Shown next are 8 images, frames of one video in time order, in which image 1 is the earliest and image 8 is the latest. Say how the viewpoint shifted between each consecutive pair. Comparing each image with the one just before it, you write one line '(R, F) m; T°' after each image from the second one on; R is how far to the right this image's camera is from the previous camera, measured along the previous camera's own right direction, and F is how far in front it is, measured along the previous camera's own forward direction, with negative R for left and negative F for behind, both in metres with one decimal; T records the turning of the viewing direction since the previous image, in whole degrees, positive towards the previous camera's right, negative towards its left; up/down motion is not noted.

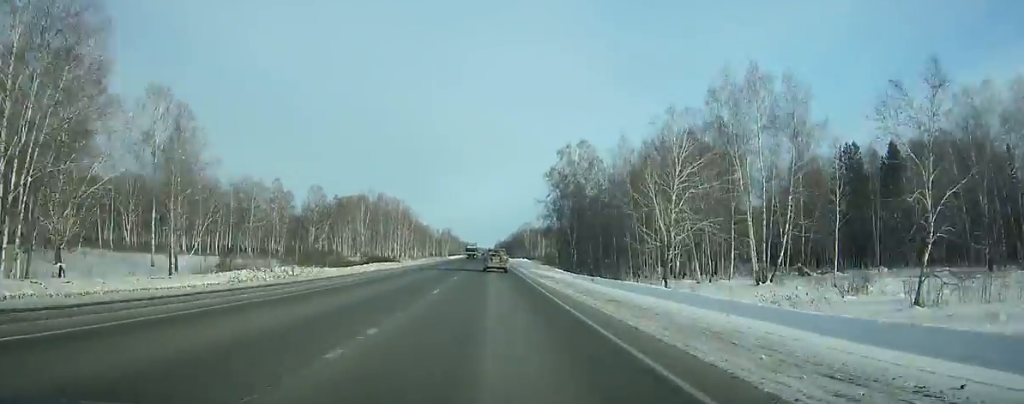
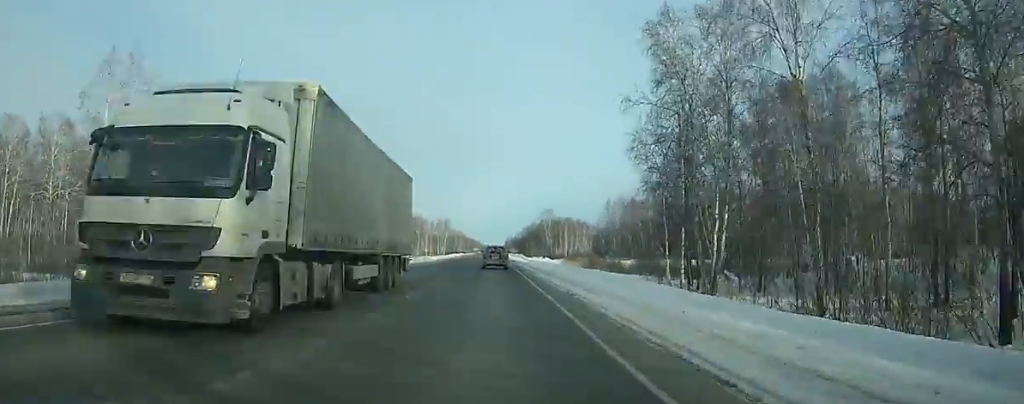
(-0.5, +76.4) m; -1°
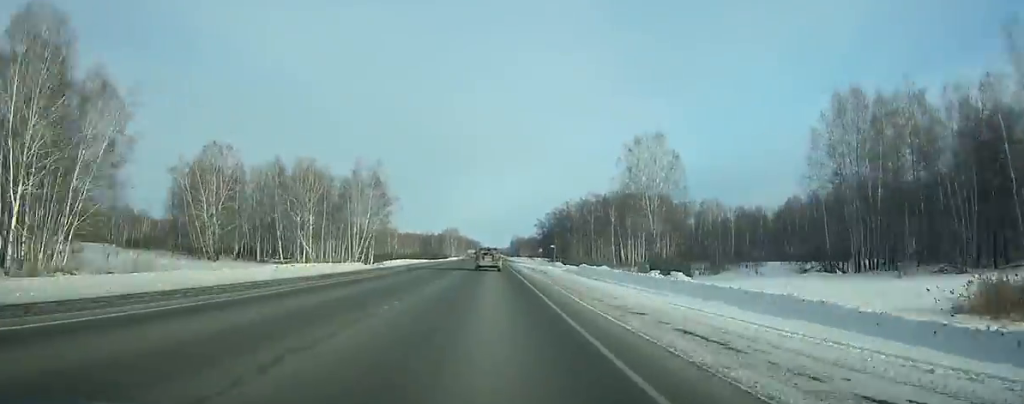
(-2.2, +157.2) m; -1°
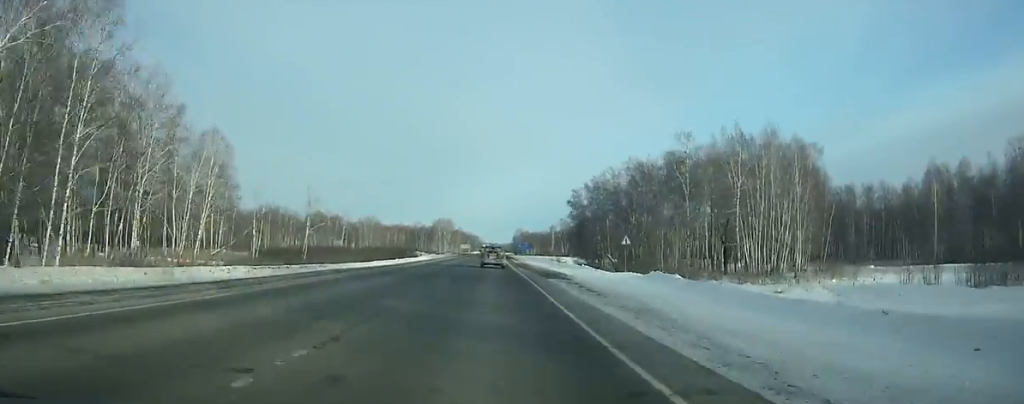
(+0.3, +80.3) m; 0°
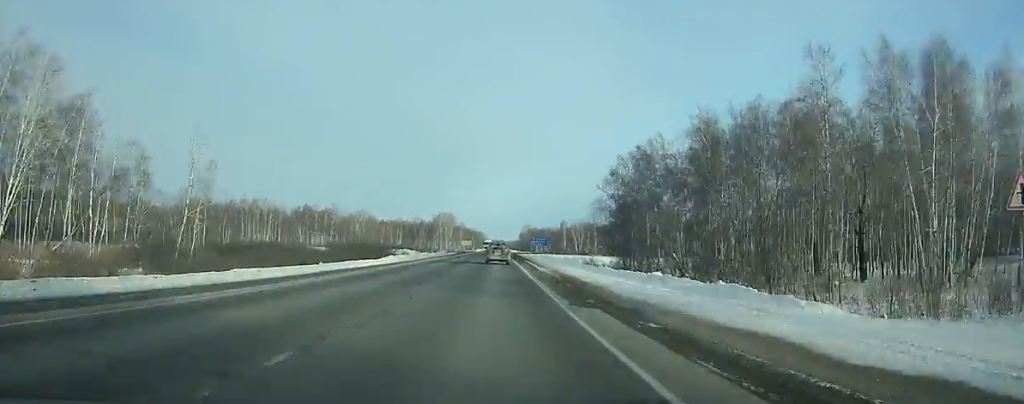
(0.0, +36.5) m; 0°
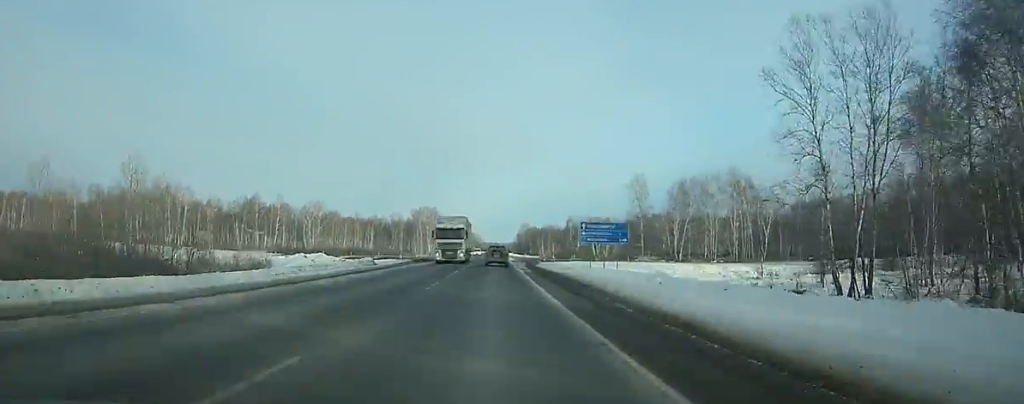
(+0.3, +73.1) m; 0°
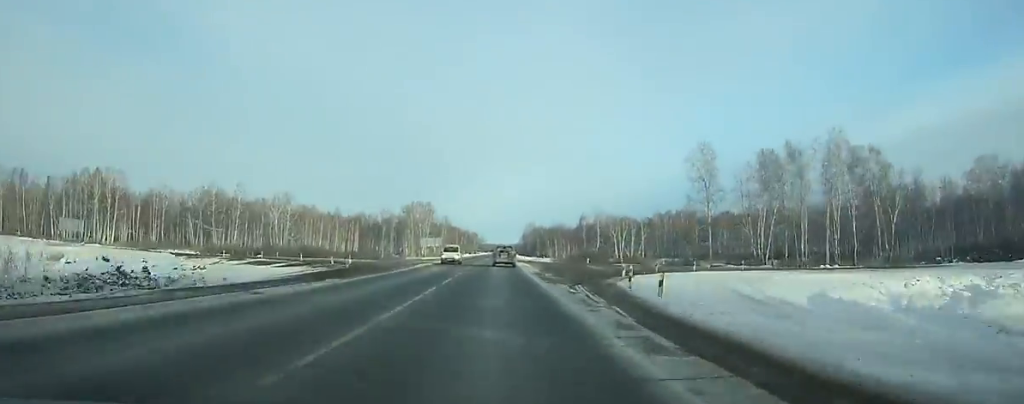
(+0.1, +41.6) m; 0°
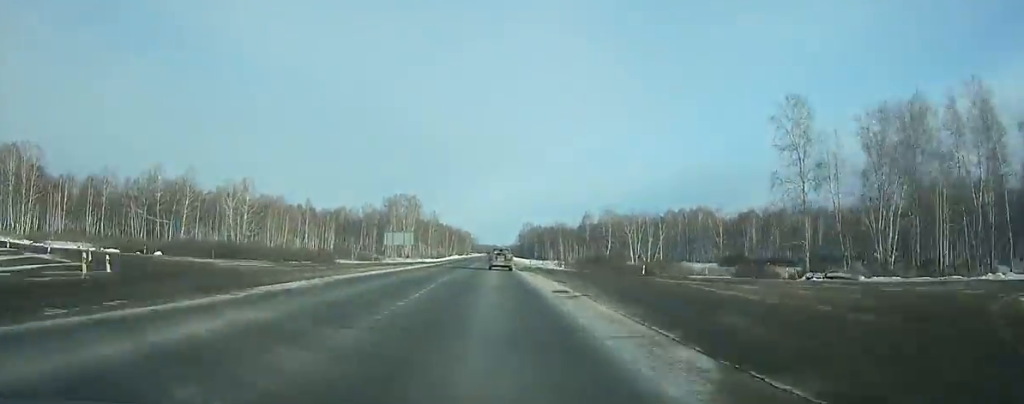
(-0.1, +32.0) m; 0°
